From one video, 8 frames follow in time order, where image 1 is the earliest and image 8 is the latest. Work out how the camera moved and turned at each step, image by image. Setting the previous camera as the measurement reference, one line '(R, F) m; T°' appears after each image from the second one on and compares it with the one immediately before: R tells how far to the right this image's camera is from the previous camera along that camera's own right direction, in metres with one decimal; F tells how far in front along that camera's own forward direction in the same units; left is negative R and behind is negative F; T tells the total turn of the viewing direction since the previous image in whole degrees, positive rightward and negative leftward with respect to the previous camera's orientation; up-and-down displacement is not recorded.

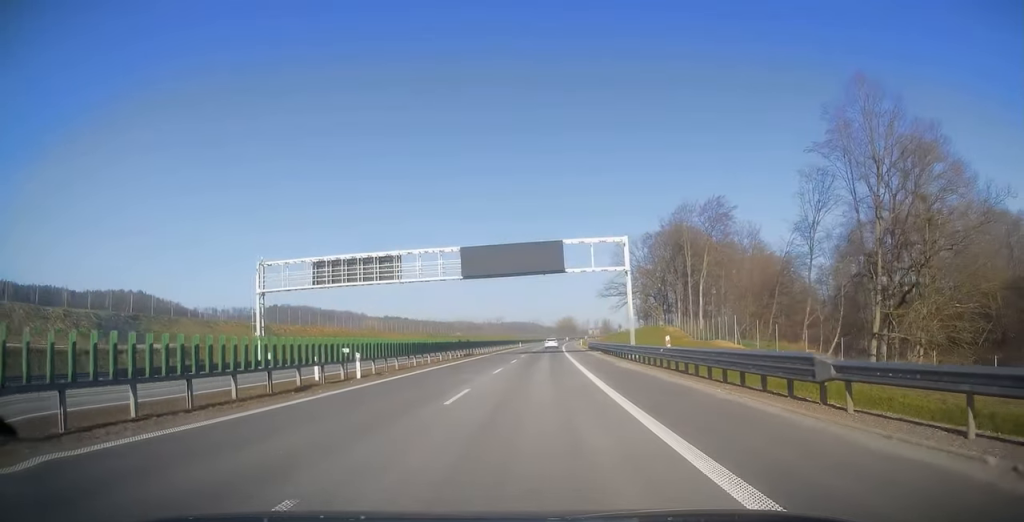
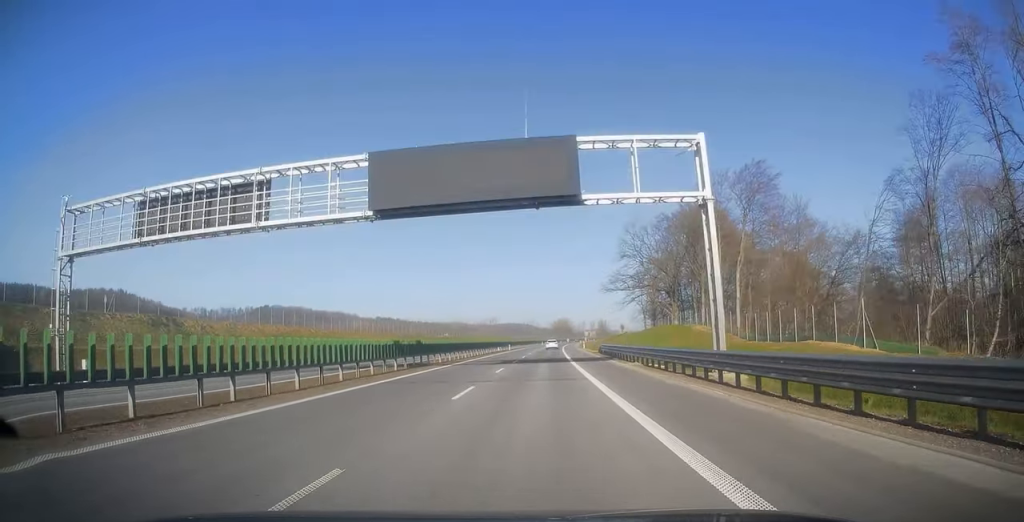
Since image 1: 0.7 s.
(0.0, +22.4) m; +1°
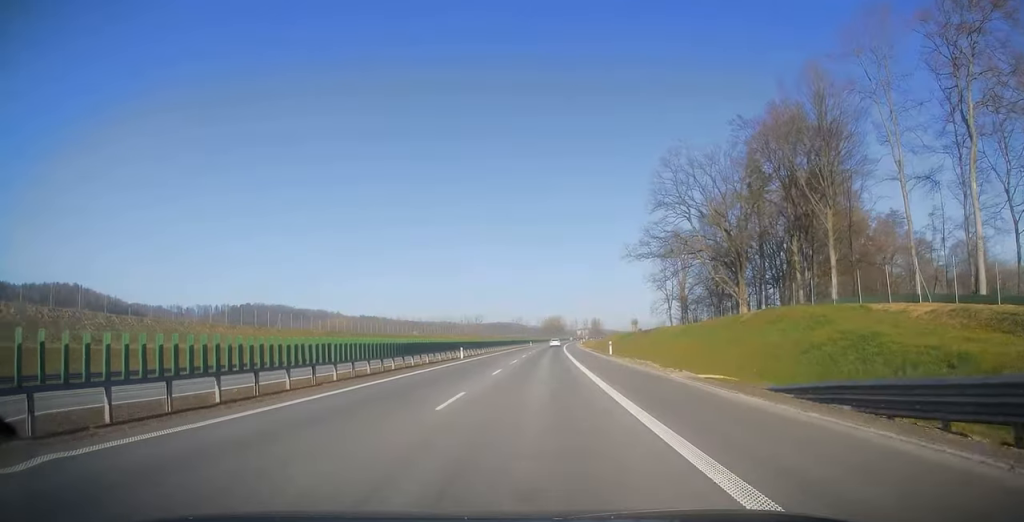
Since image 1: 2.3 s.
(+0.7, +50.0) m; +1°
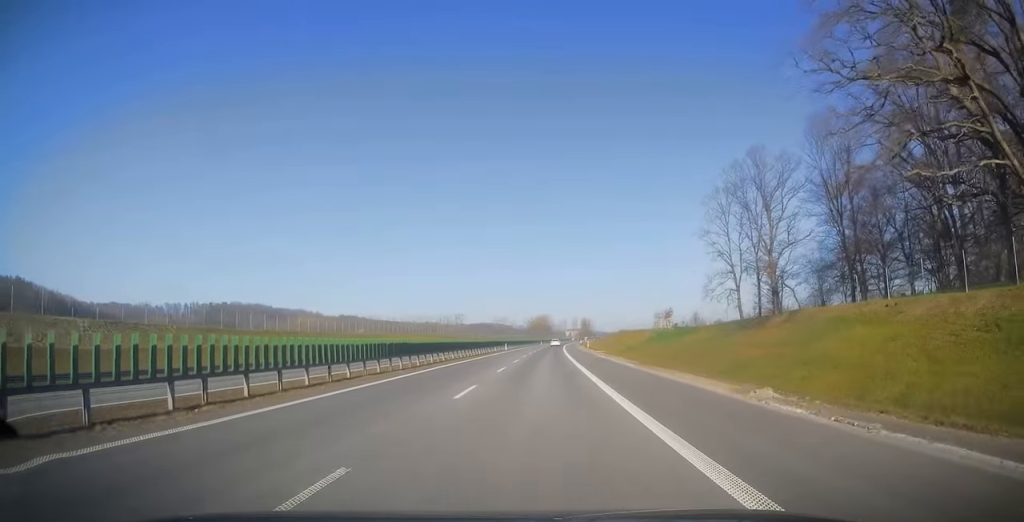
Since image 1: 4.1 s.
(+0.8, +56.8) m; +2°
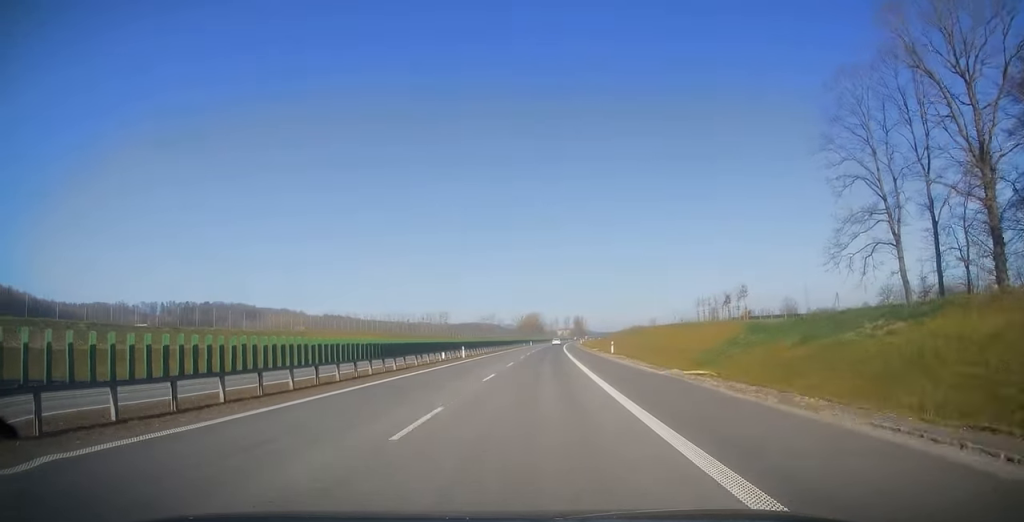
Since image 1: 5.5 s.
(+0.4, +41.7) m; +1°
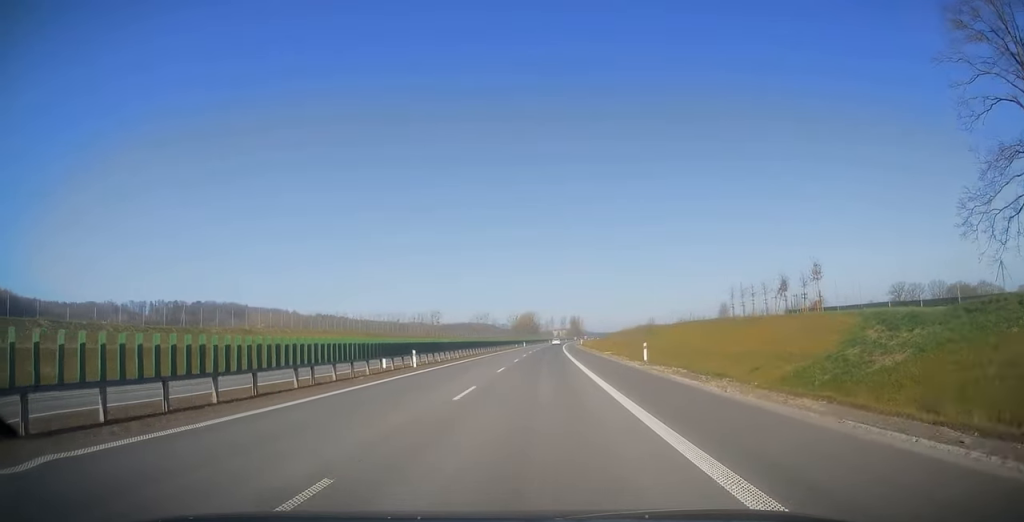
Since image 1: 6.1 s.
(+0.1, +18.3) m; 0°
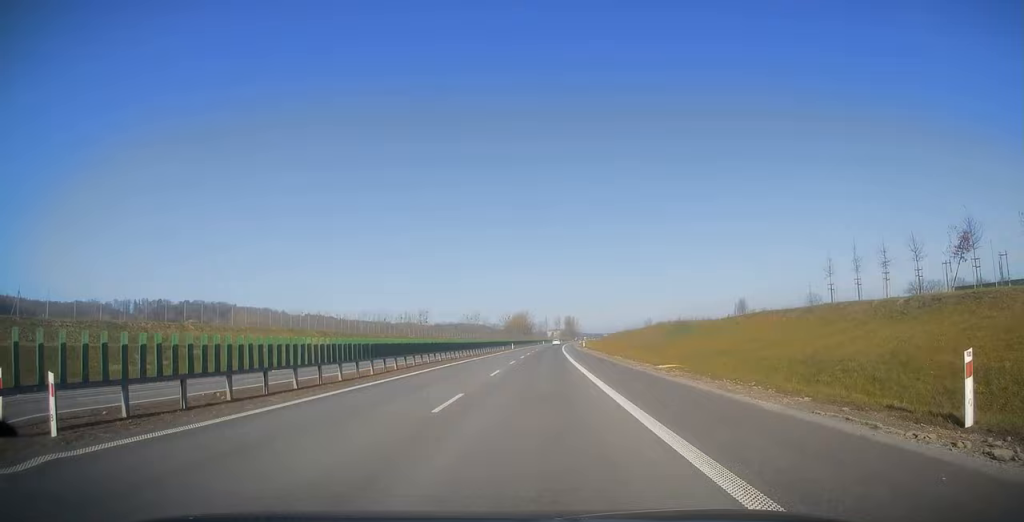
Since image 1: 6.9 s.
(0.0, +26.1) m; 0°
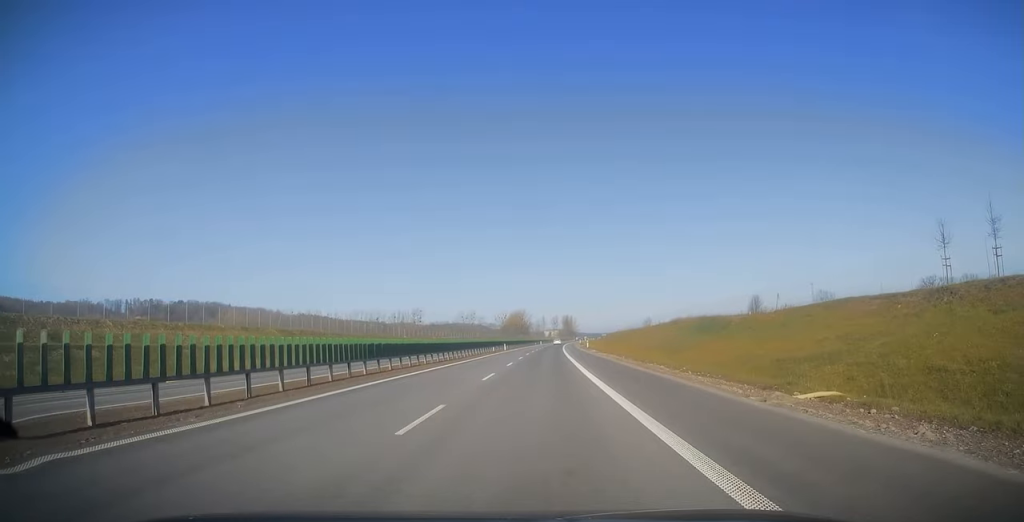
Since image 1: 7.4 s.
(0.0, +14.6) m; 0°
